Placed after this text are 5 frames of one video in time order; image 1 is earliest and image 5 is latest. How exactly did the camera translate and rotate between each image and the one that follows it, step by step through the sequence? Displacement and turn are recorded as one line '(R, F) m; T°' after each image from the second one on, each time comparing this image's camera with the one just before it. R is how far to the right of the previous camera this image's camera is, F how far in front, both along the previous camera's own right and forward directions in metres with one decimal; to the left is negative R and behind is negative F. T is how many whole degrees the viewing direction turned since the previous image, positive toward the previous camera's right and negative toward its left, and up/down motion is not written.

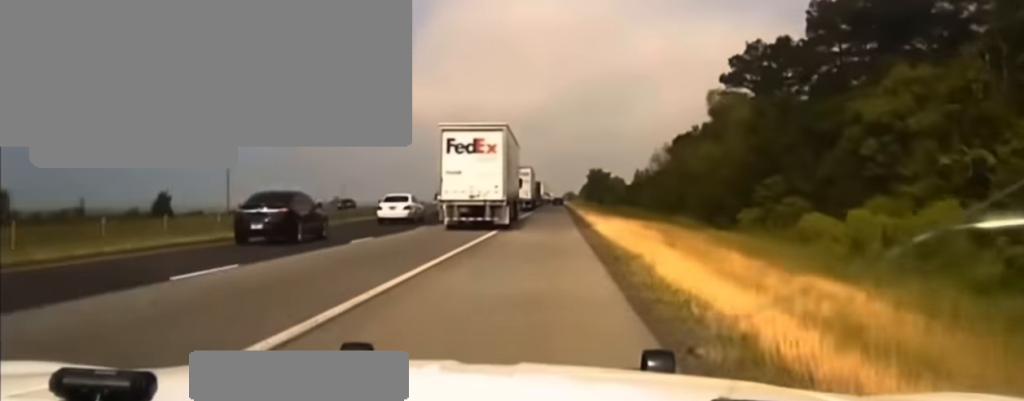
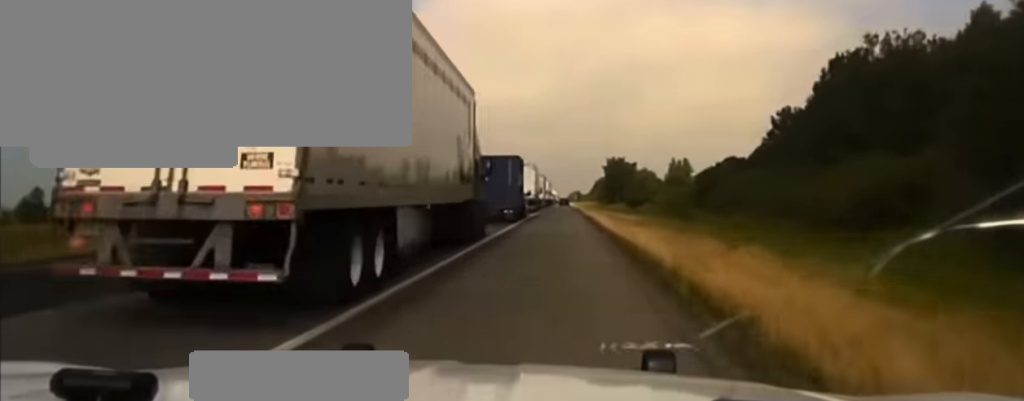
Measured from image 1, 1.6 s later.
(0.0, +83.9) m; 0°
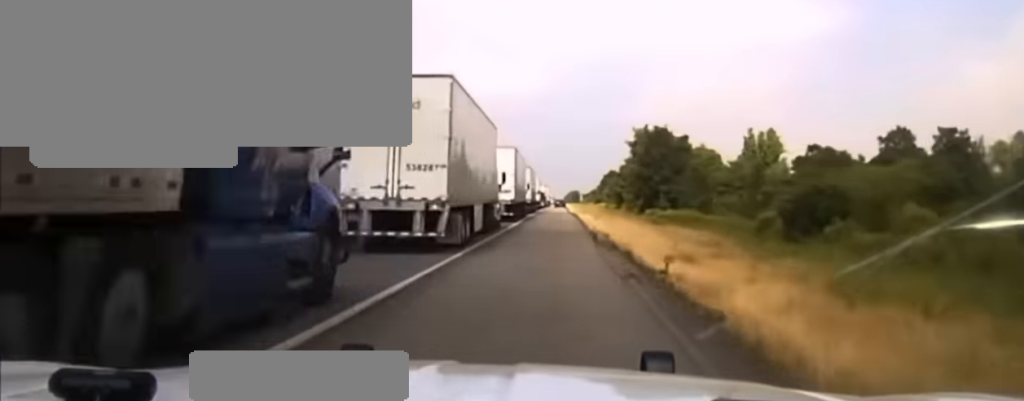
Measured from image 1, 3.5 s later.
(+0.4, +95.3) m; 0°
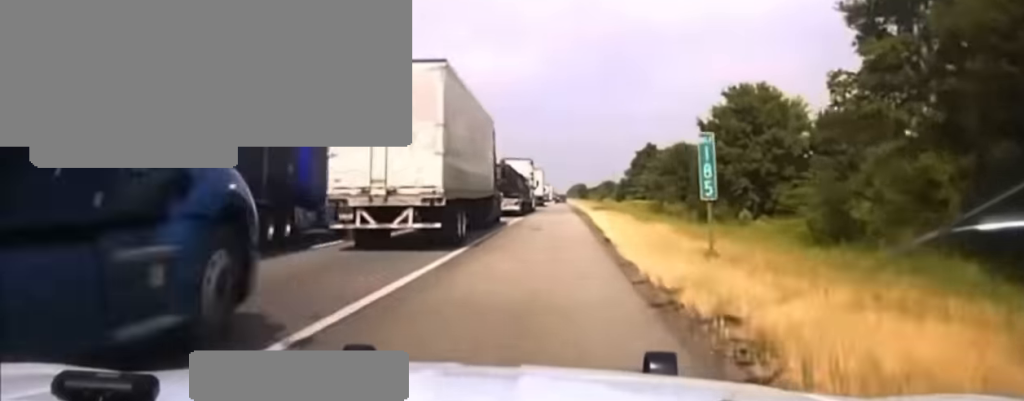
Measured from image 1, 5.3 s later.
(+0.1, +93.2) m; 0°
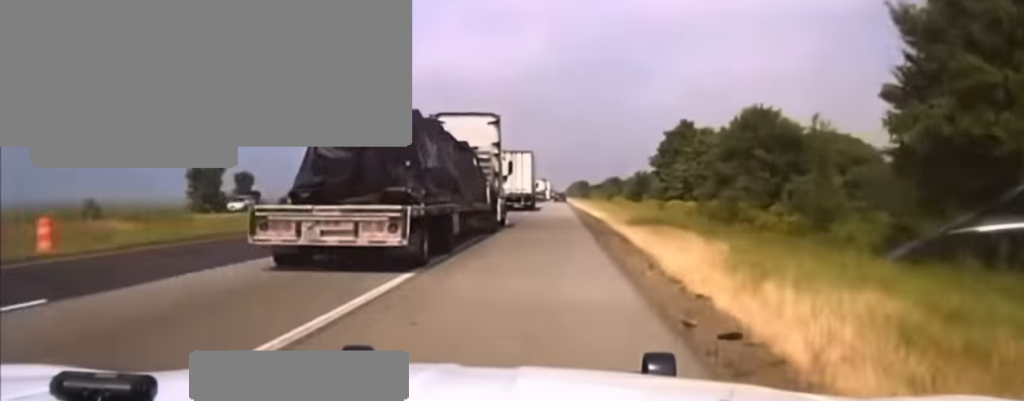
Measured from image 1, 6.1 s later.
(0.0, +40.9) m; 0°
